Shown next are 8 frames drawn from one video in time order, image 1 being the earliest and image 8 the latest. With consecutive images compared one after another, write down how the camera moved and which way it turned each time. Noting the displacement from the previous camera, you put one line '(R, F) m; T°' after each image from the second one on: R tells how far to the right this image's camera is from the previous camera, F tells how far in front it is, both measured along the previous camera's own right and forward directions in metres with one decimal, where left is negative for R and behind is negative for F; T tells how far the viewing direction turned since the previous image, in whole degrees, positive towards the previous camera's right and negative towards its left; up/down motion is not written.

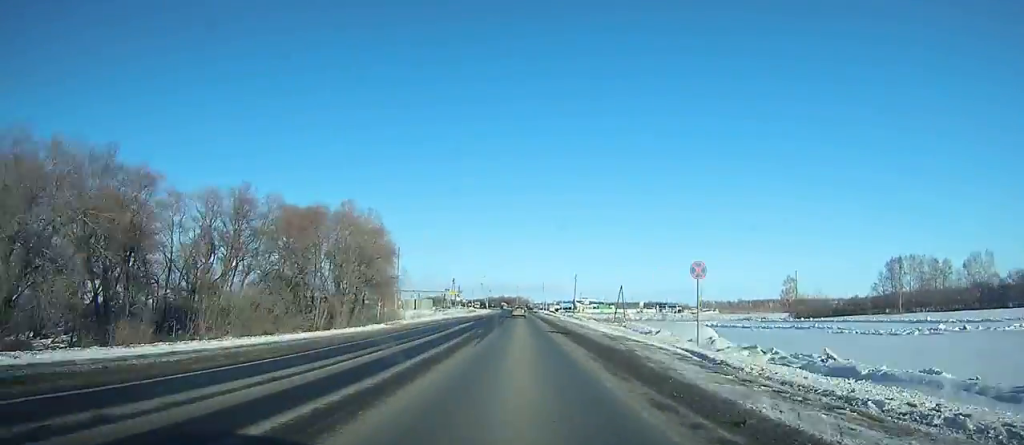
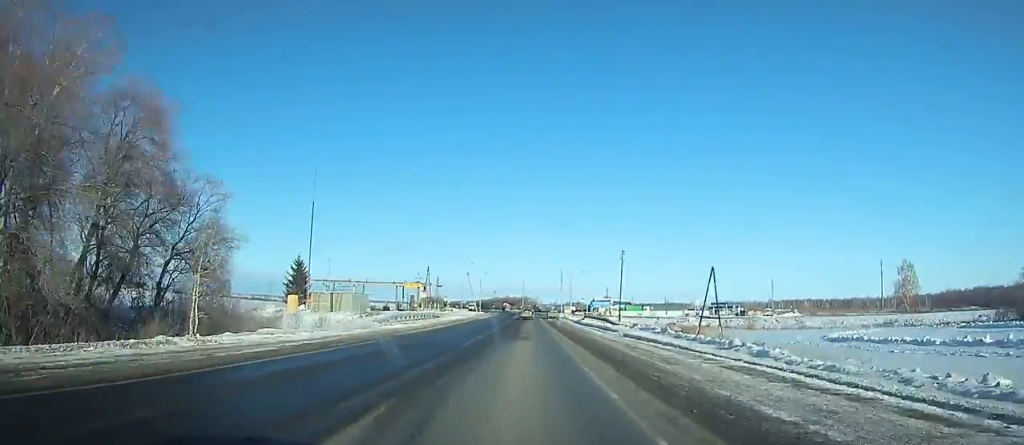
(-0.7, +68.2) m; -1°
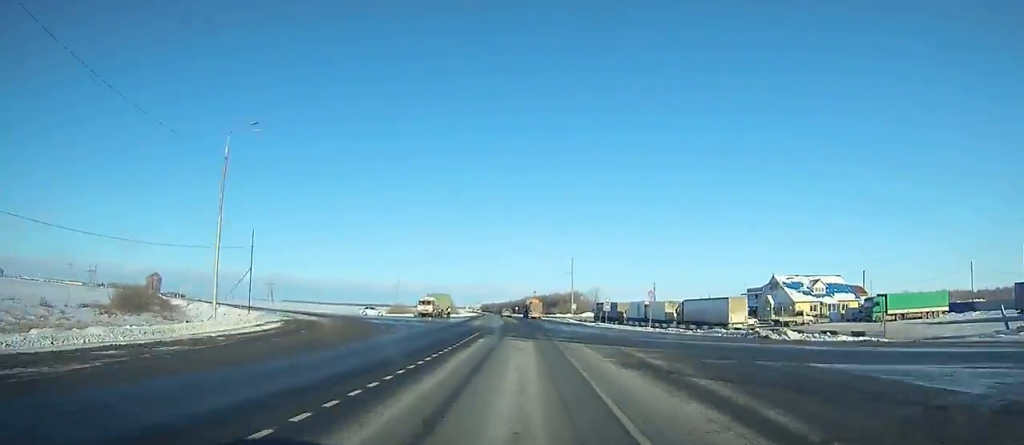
(-3.1, +176.6) m; -4°
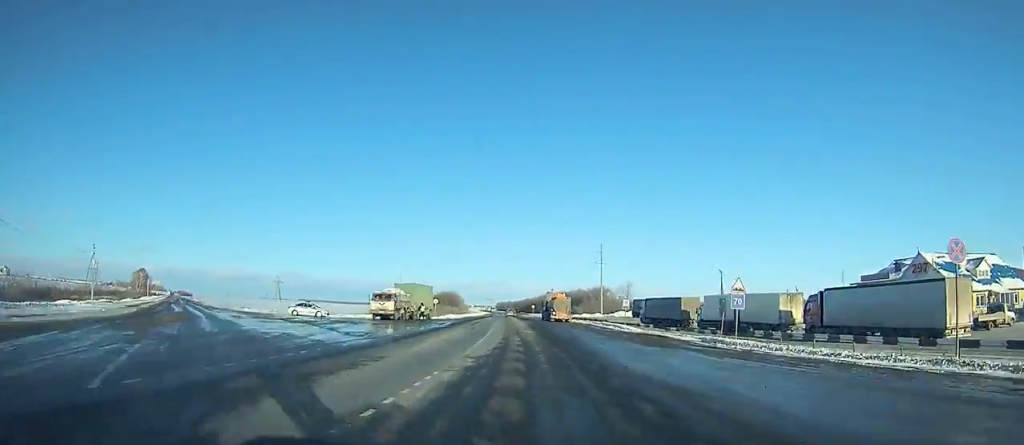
(-0.5, +36.1) m; -2°
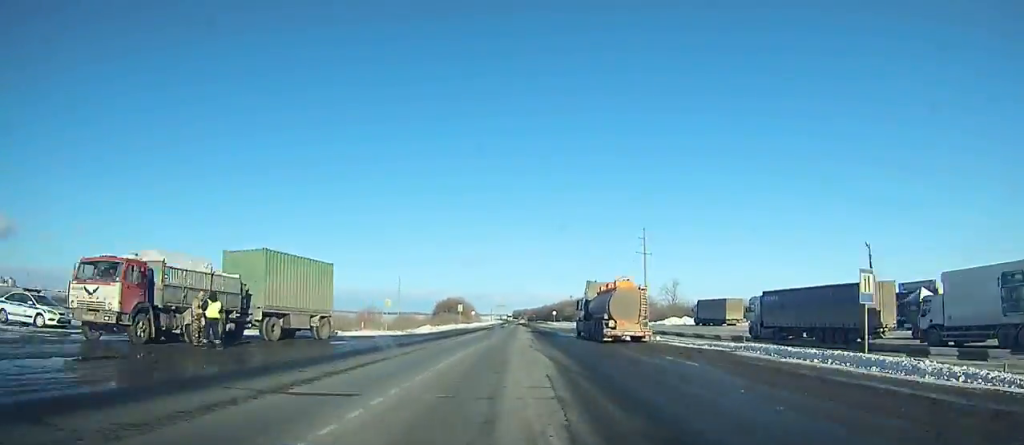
(-0.5, +40.2) m; -2°
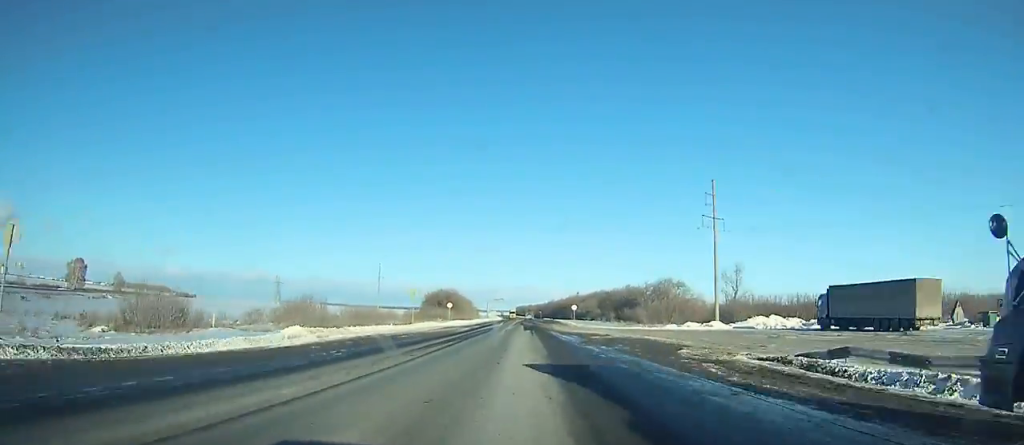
(-0.8, +42.2) m; -1°
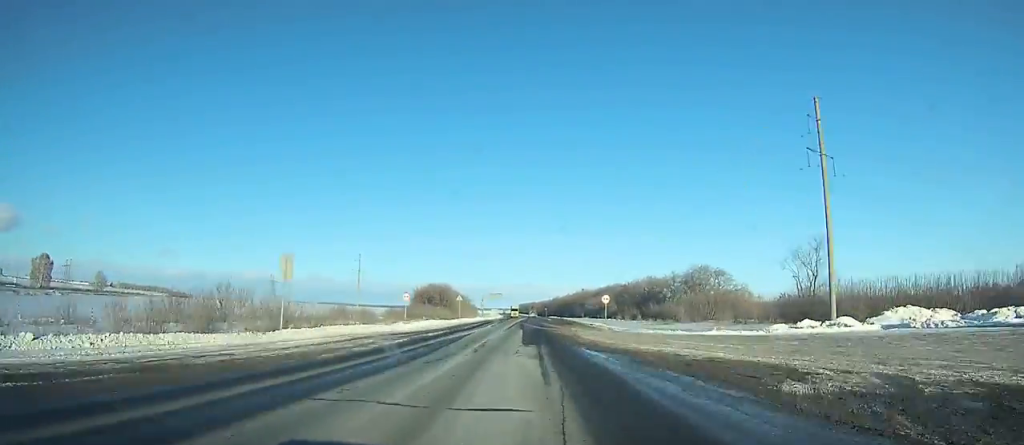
(-0.2, +28.7) m; 0°
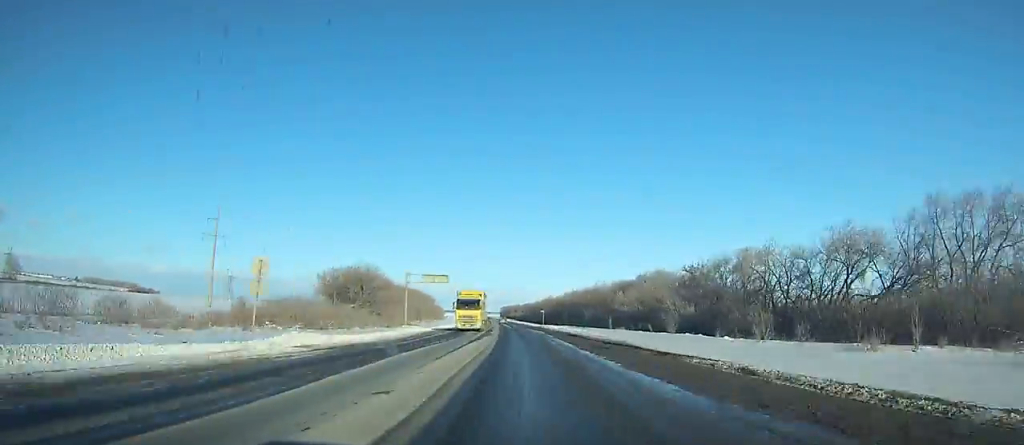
(+0.1, +81.5) m; 0°
